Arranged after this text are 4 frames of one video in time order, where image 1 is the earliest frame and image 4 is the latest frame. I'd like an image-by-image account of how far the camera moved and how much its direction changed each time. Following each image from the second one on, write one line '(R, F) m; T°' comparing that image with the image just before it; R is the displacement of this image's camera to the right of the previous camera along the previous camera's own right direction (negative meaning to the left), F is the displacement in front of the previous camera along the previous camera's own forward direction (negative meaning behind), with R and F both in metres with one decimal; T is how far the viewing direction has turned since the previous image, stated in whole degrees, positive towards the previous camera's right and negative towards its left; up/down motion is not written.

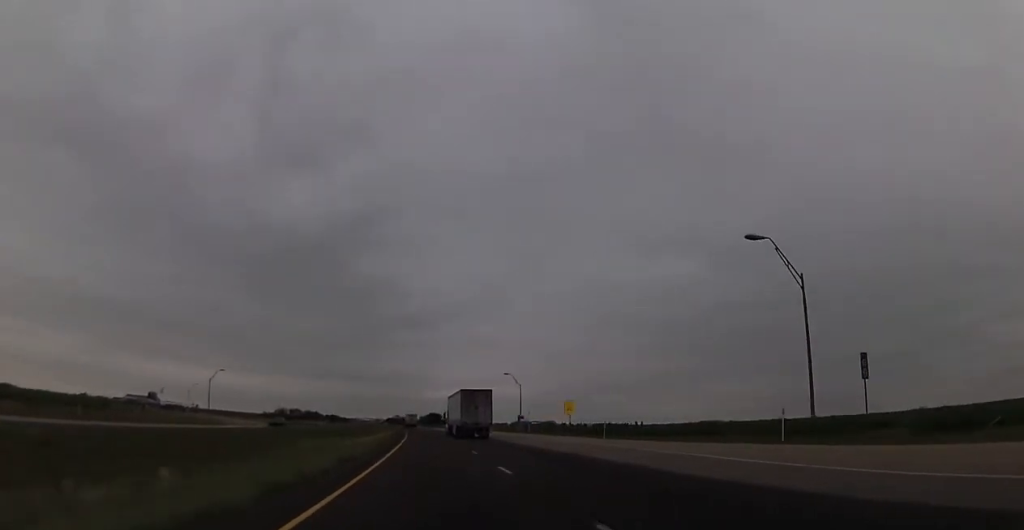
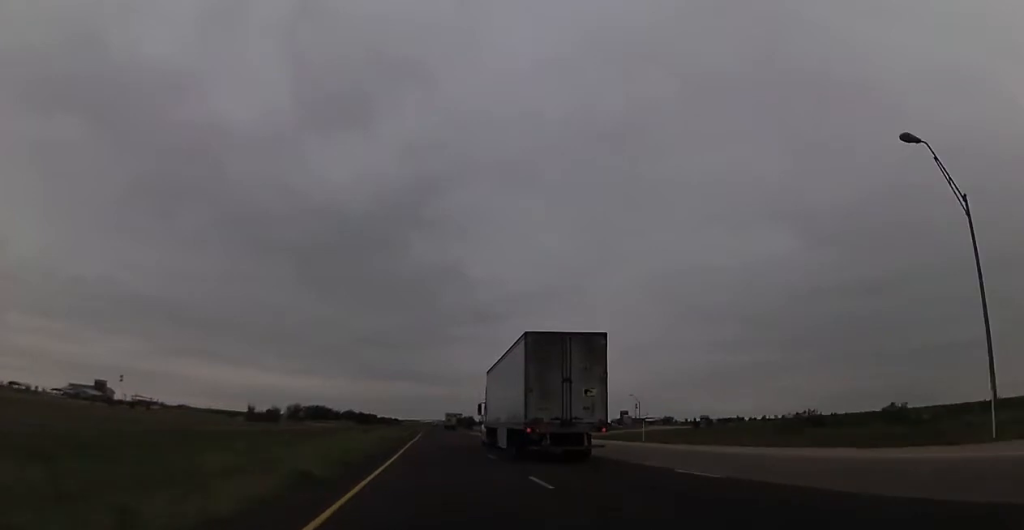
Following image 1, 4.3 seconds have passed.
(-6.5, +160.8) m; -5°
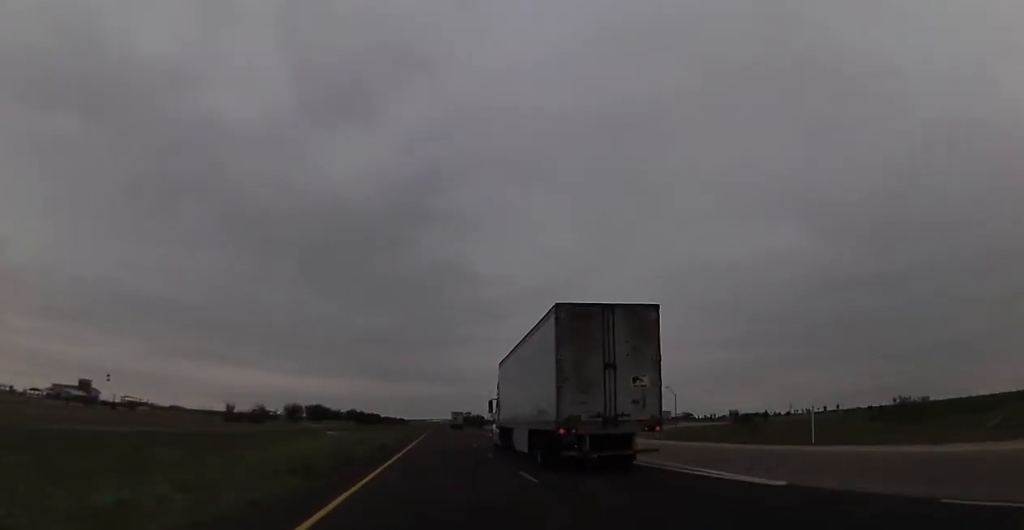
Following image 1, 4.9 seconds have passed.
(-0.5, +22.3) m; -1°
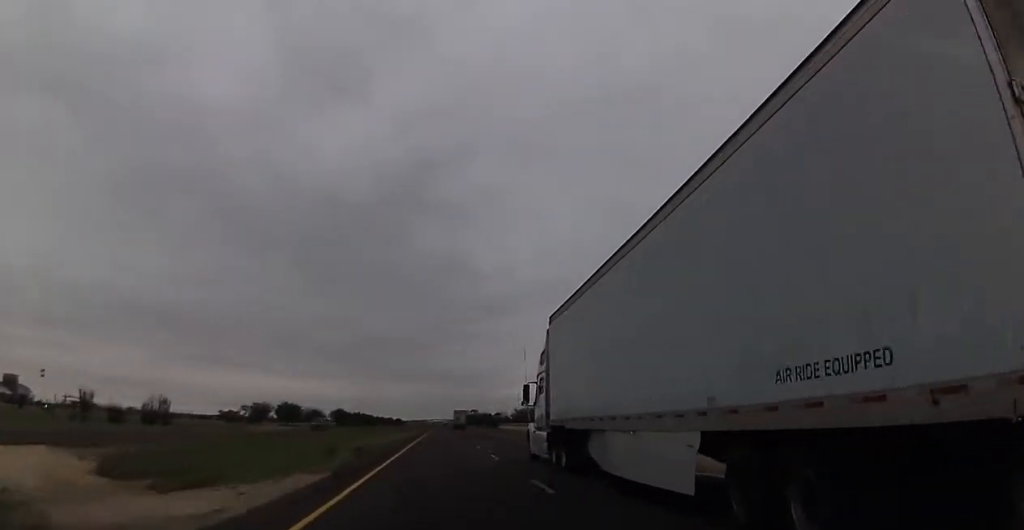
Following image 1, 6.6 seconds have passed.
(-0.1, +63.2) m; 0°
